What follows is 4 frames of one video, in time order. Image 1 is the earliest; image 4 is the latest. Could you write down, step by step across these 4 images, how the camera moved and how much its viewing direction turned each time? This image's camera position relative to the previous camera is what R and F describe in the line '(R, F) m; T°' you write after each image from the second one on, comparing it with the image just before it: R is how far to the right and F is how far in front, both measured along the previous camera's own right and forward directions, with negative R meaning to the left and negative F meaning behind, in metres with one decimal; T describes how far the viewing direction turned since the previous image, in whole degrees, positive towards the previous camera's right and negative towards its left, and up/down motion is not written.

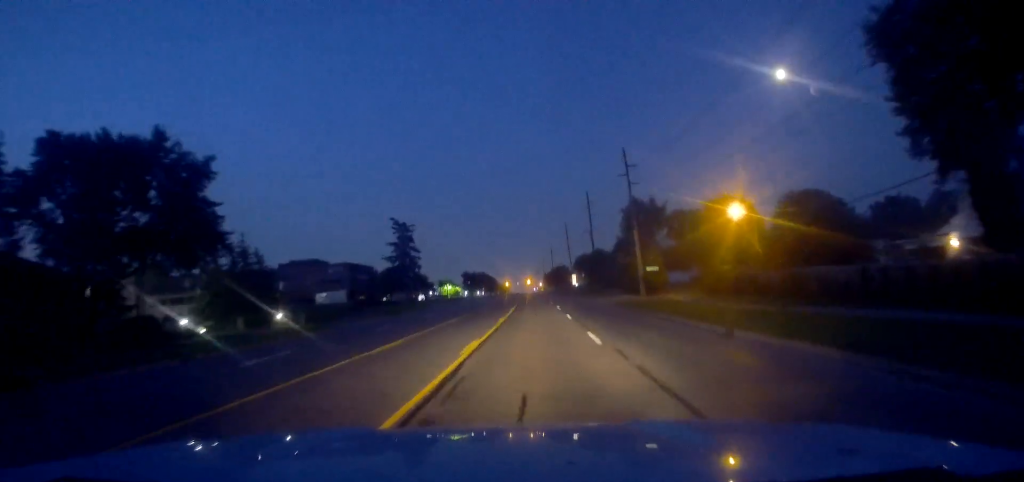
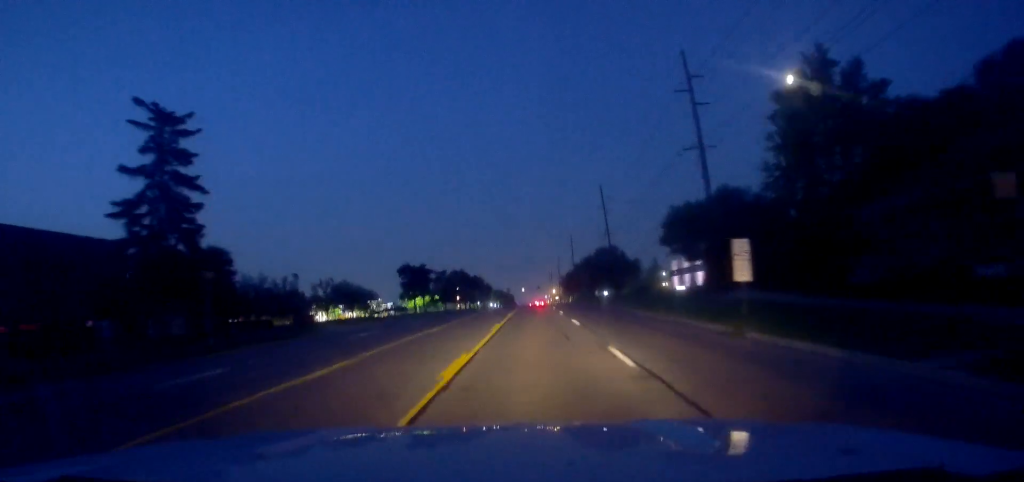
(-0.6, +81.1) m; -2°
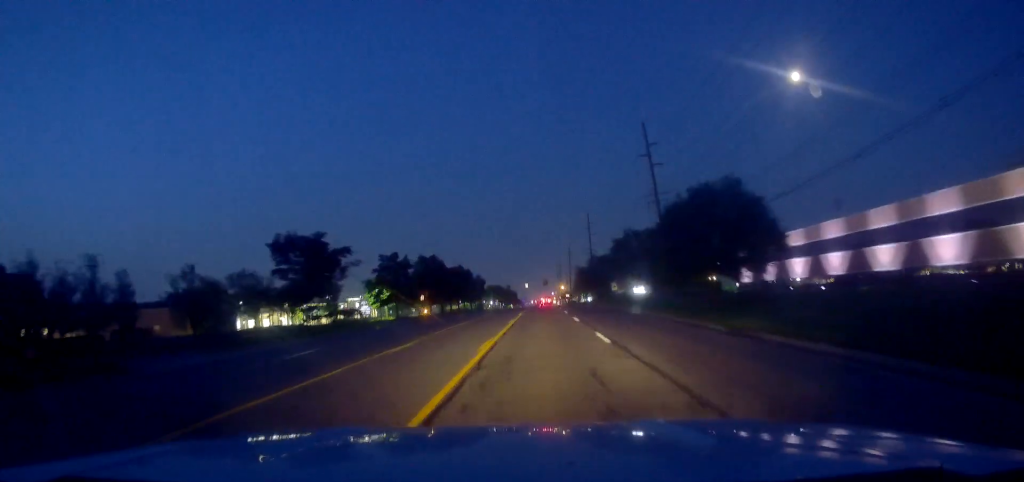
(+0.1, +39.5) m; 0°
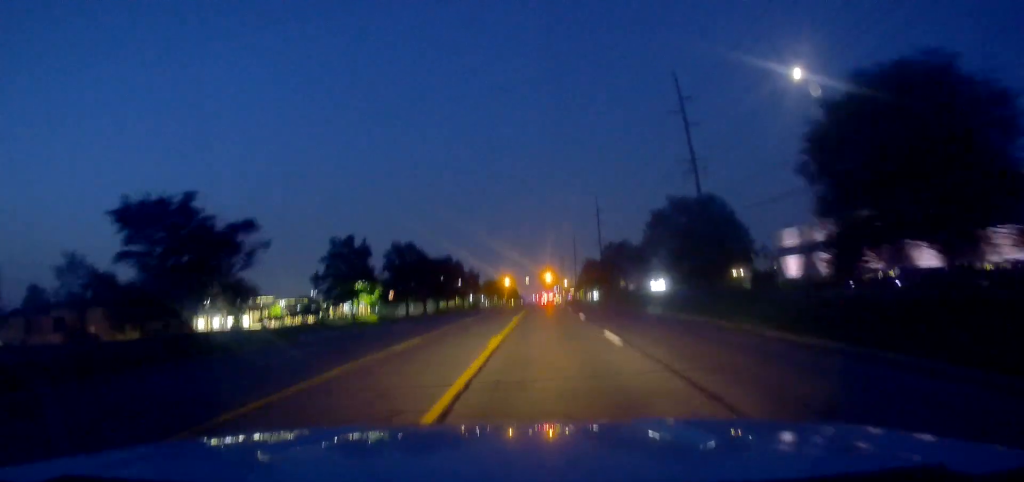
(-0.6, +15.9) m; -1°
